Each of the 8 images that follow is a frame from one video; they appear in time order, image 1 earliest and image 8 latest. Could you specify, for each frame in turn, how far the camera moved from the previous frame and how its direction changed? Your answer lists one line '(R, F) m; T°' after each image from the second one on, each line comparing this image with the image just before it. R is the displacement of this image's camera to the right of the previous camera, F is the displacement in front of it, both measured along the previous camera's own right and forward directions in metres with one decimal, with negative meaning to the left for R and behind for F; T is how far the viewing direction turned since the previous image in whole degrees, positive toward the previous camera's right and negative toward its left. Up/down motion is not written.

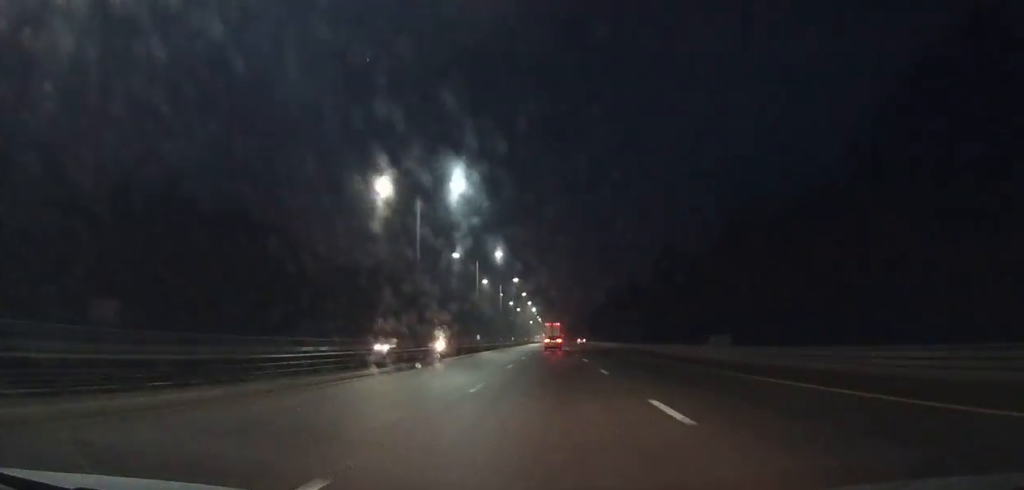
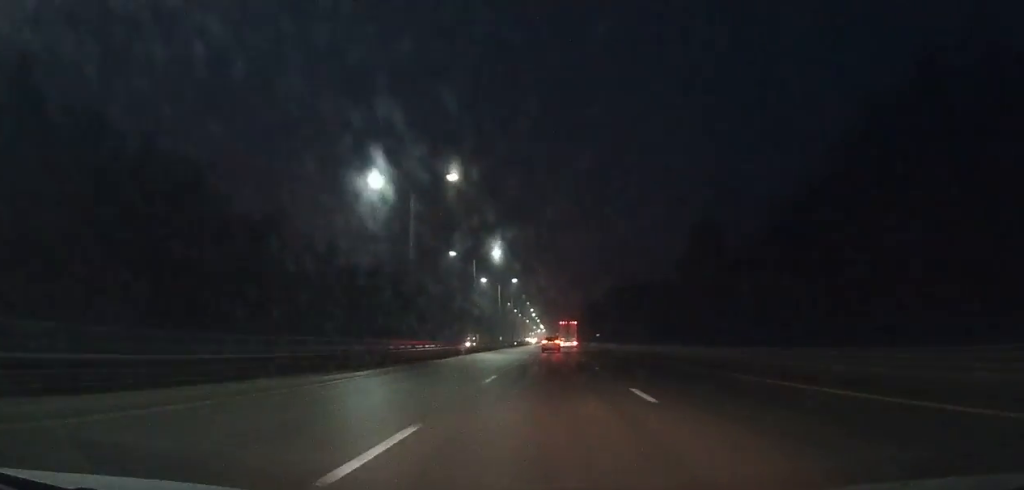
(+0.3, +273.6) m; 0°
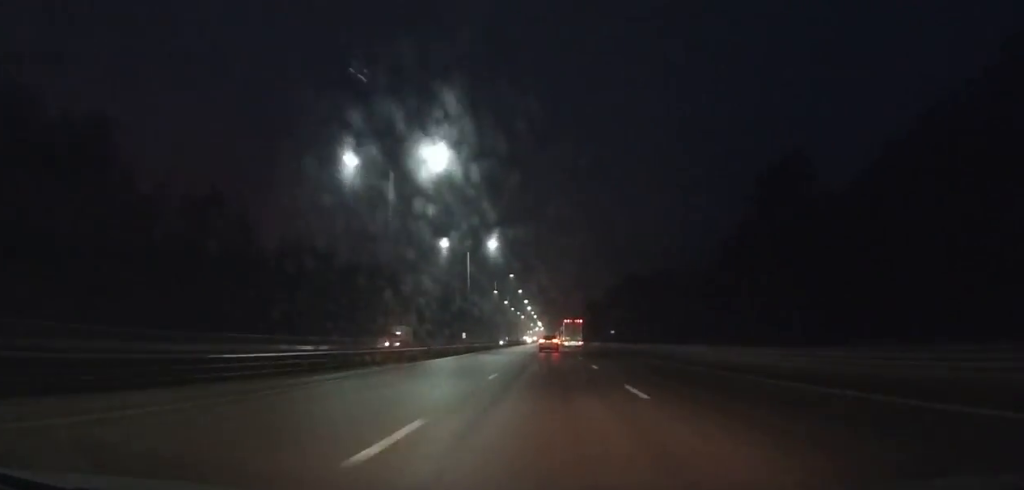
(-0.1, +35.2) m; 0°
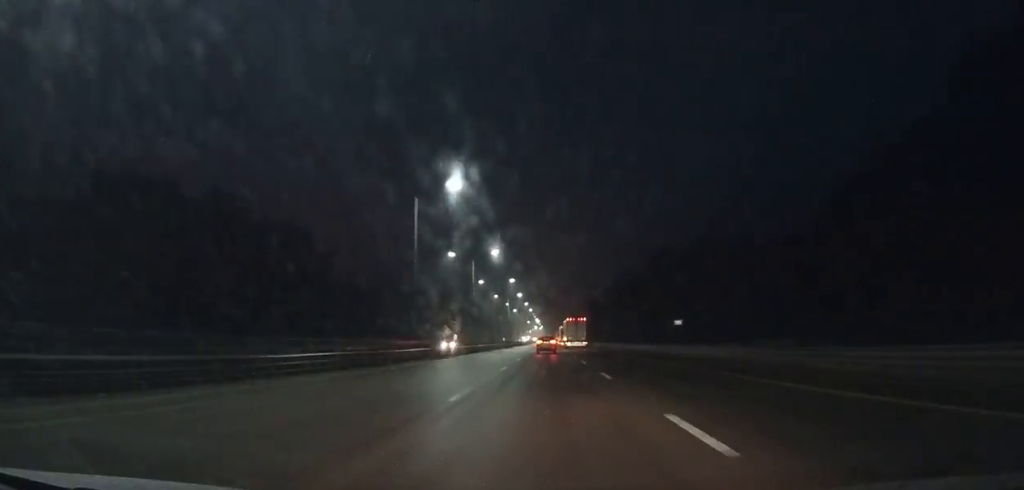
(-0.1, +54.2) m; 0°
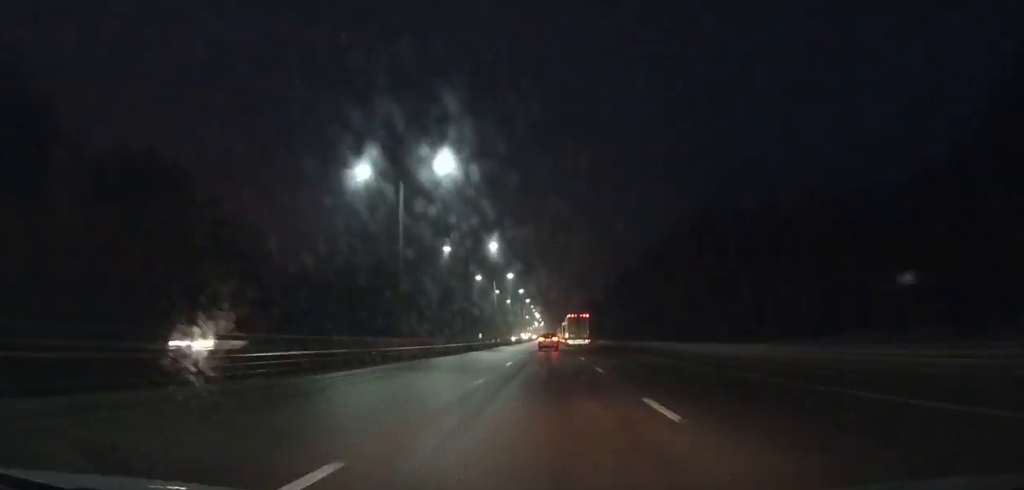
(+0.1, +33.0) m; 0°
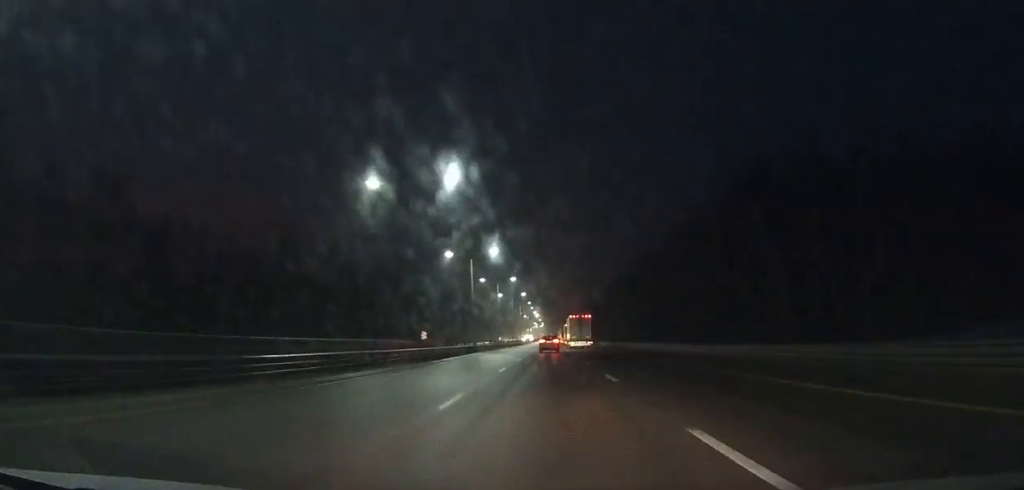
(0.0, +28.3) m; 0°
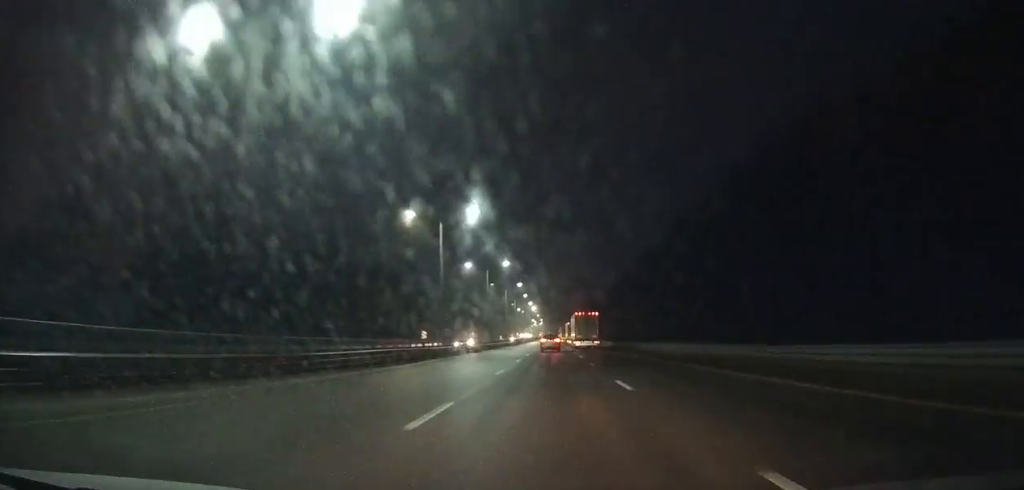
(+0.1, +52.1) m; 0°
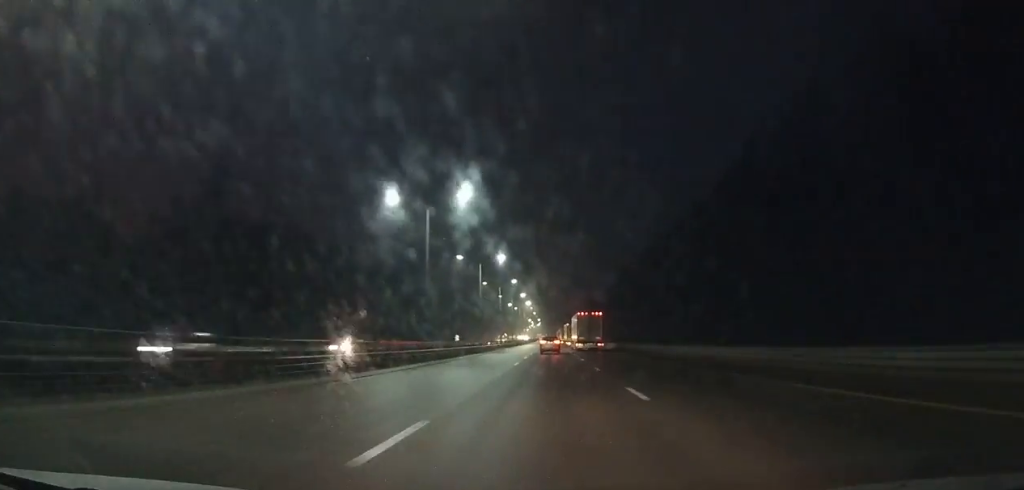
(0.0, +38.0) m; 0°
